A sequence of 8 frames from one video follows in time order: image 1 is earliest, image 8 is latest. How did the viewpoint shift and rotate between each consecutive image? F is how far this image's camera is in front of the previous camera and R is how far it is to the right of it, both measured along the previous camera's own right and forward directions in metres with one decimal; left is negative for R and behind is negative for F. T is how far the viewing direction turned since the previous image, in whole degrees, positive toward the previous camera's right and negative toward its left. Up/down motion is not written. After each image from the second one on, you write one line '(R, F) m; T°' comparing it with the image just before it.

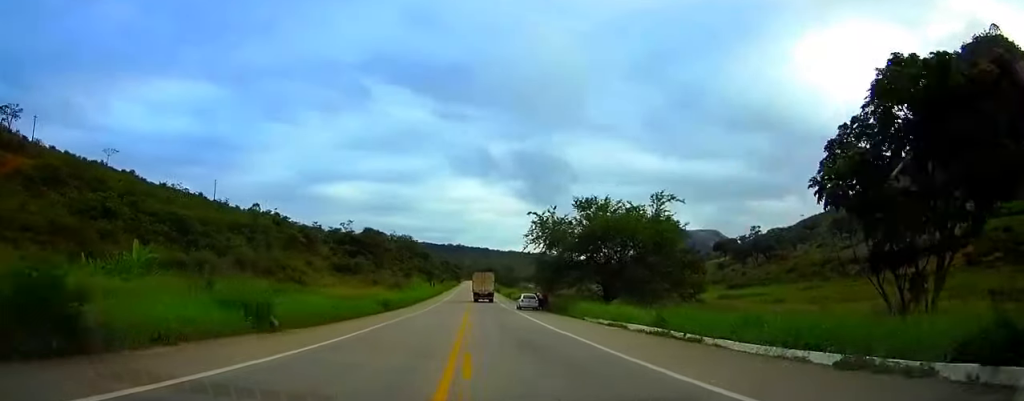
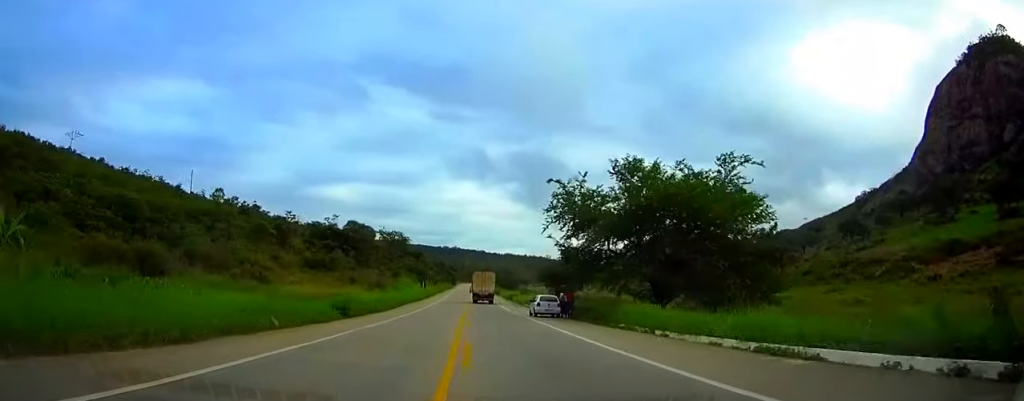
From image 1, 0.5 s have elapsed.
(-0.1, +15.8) m; 0°
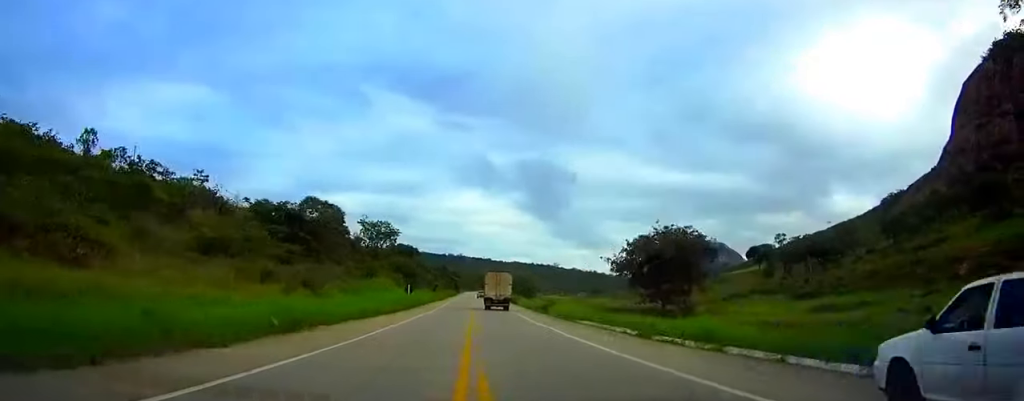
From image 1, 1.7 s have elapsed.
(+0.3, +38.4) m; 0°
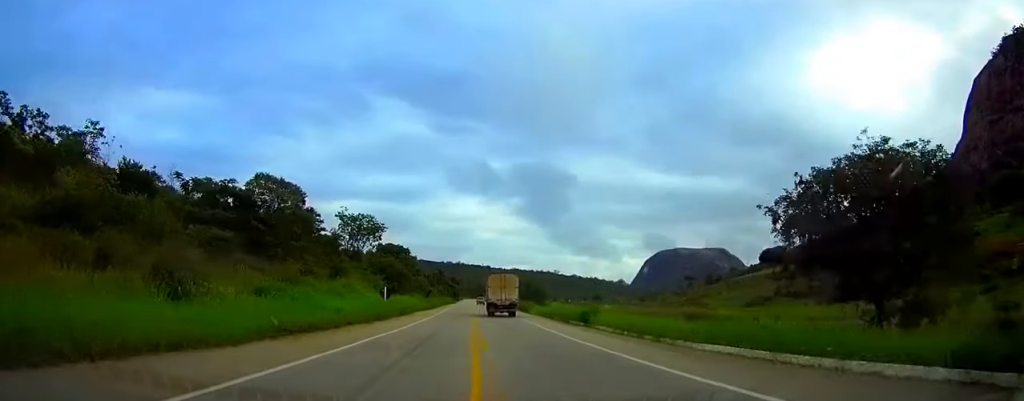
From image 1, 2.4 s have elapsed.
(0.0, +21.6) m; 0°
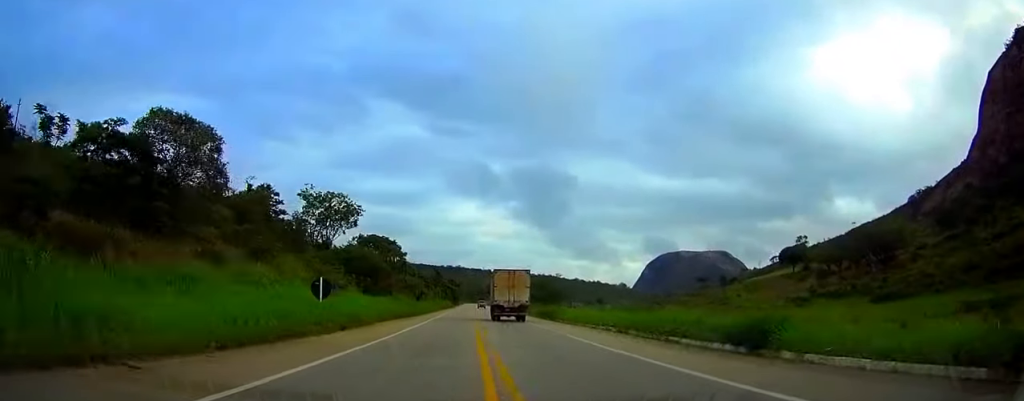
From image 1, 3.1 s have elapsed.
(-0.1, +25.4) m; 0°
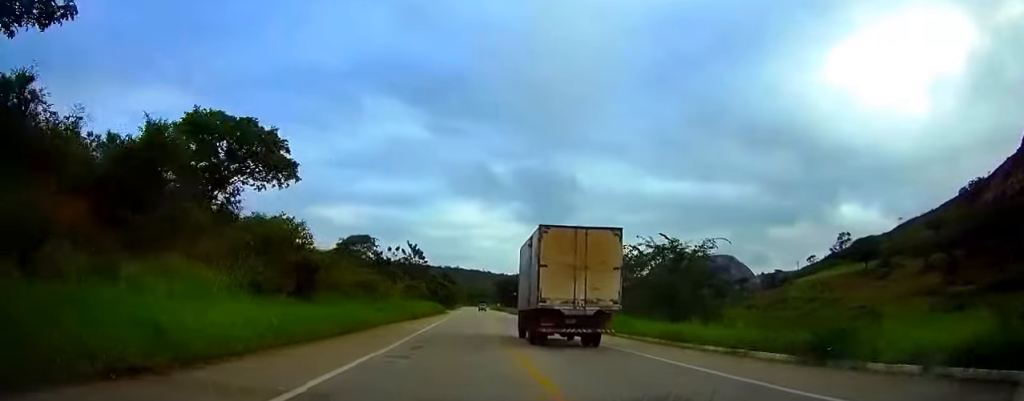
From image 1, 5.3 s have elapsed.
(+0.1, +74.7) m; 0°
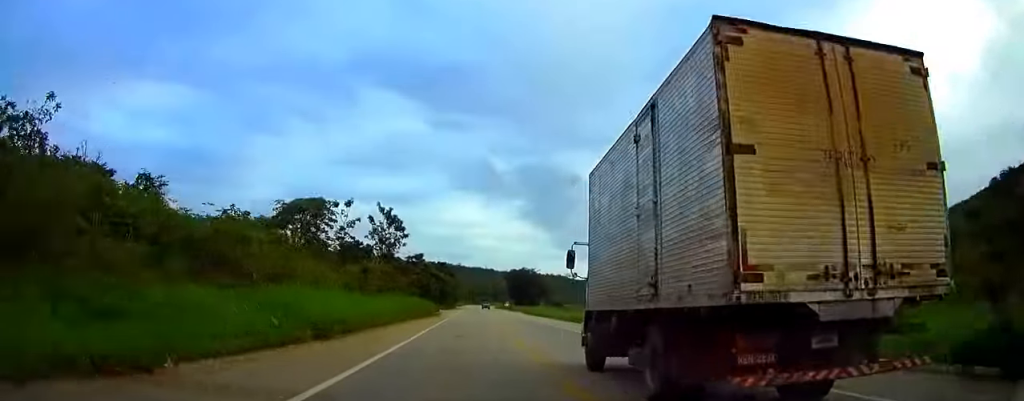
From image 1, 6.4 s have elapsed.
(-0.1, +38.3) m; 0°
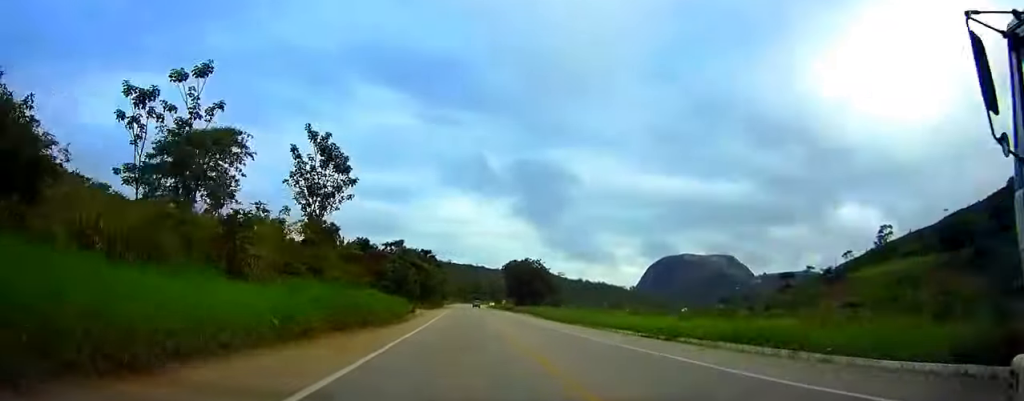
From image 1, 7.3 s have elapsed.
(+0.1, +29.0) m; +1°
